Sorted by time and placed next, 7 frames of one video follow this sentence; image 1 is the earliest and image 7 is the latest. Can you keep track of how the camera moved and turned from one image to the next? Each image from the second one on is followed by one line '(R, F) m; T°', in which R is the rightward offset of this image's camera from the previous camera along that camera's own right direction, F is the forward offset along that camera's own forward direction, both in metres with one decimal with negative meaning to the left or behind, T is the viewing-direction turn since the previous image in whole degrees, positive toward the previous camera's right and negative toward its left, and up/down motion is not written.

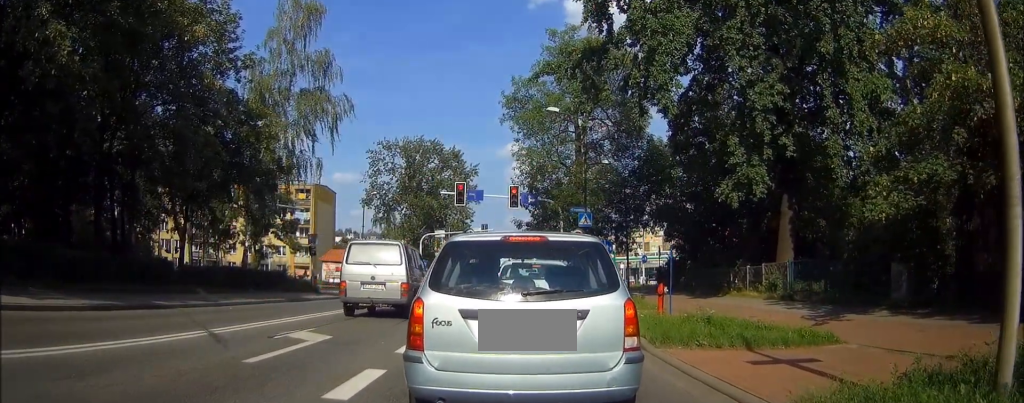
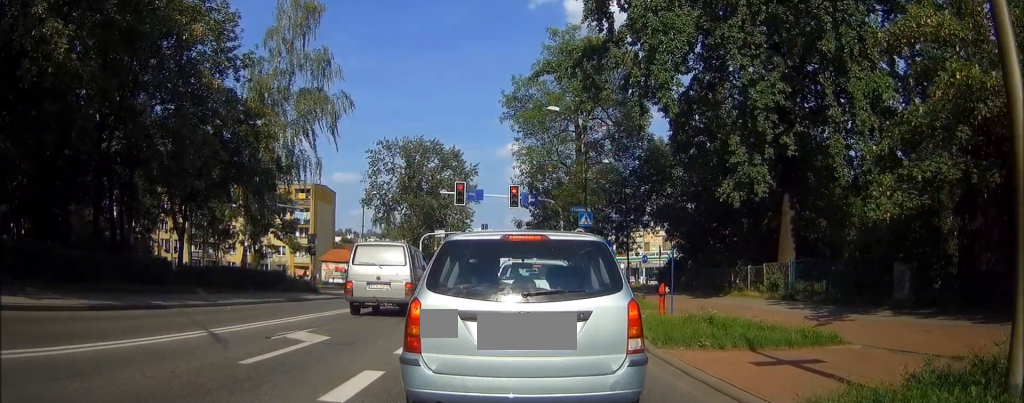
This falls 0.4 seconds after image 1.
(0.0, 0.0) m; 0°
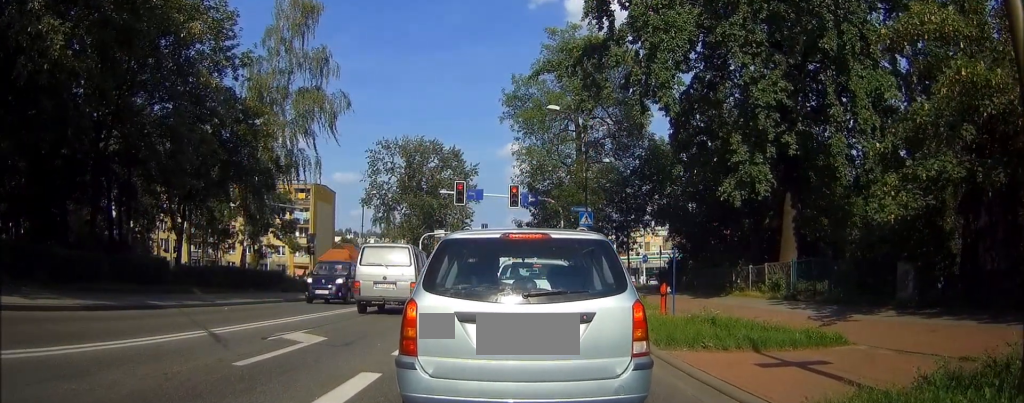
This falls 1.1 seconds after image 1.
(0.0, 0.0) m; 0°
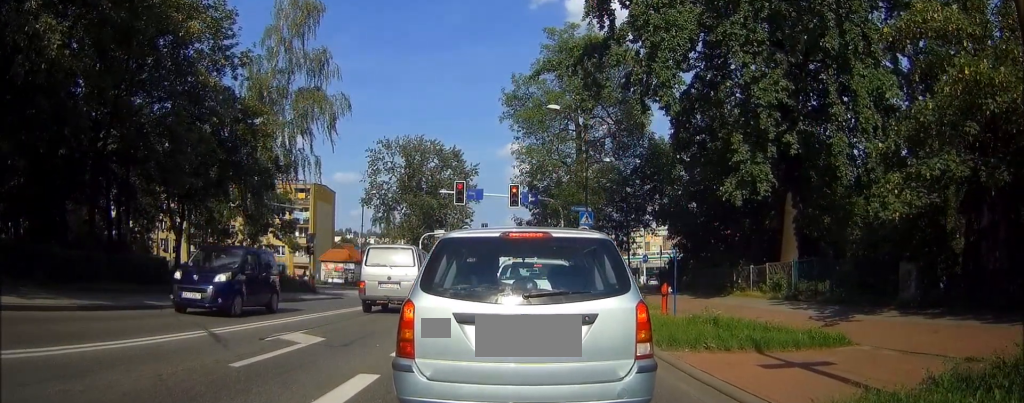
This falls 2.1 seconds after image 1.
(0.0, 0.0) m; 0°
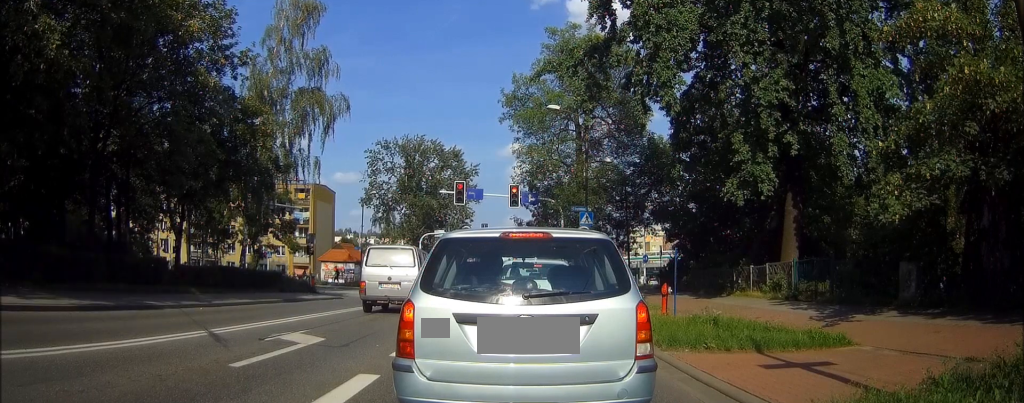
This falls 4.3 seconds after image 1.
(0.0, 0.0) m; 0°
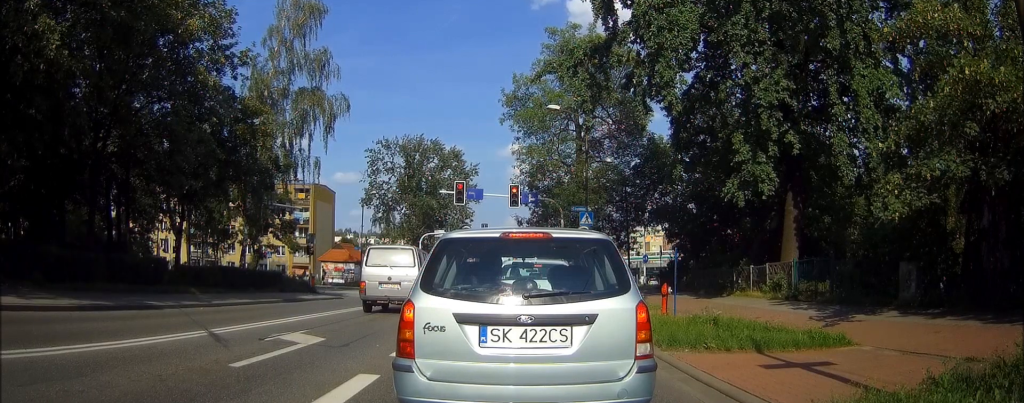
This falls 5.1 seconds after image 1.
(0.0, 0.0) m; 0°
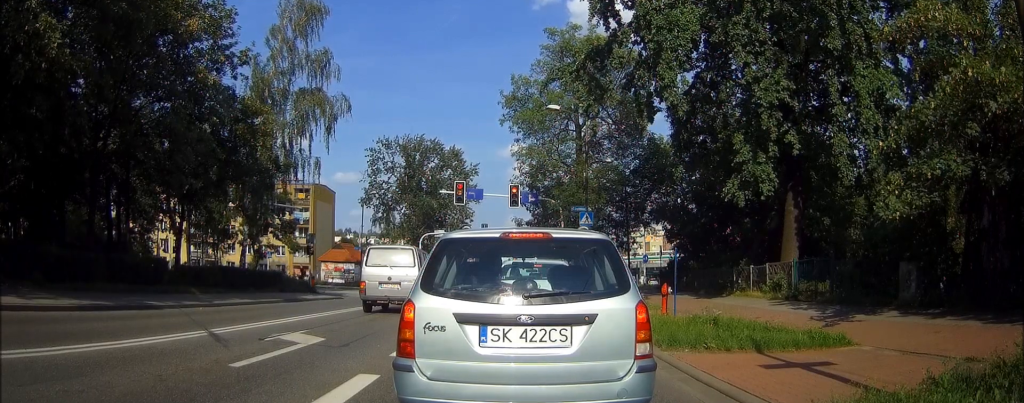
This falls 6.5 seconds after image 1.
(0.0, 0.0) m; 0°
